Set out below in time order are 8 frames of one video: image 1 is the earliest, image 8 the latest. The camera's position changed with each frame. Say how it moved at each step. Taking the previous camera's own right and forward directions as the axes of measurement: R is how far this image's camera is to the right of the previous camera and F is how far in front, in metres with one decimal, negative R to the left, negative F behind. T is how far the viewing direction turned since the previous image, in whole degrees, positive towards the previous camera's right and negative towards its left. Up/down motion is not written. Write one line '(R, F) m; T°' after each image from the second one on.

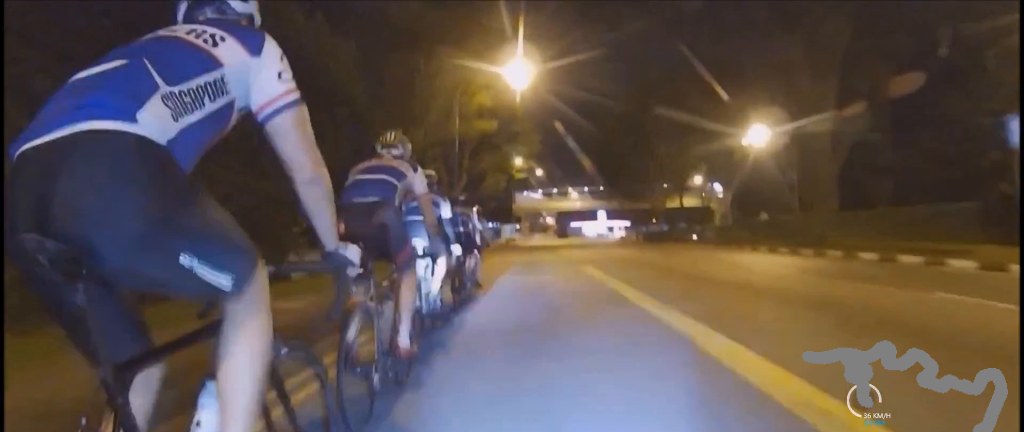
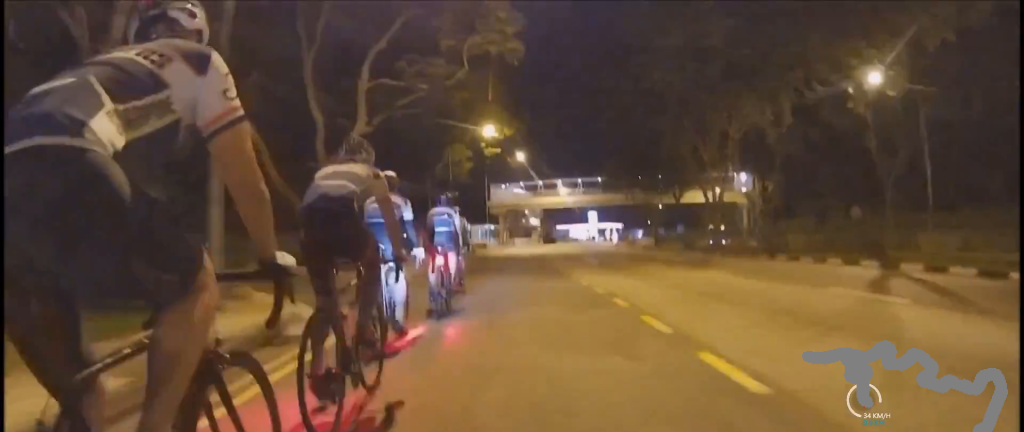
(-0.1, +21.5) m; -3°
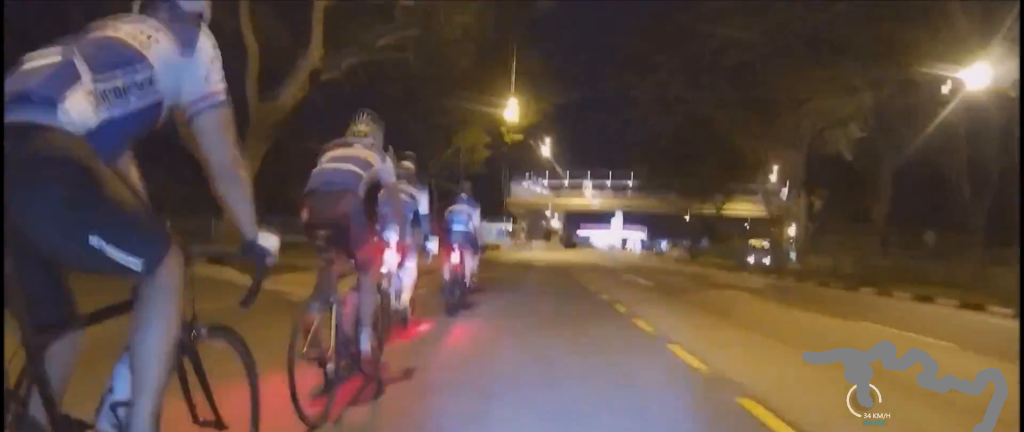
(0.0, +6.5) m; 0°
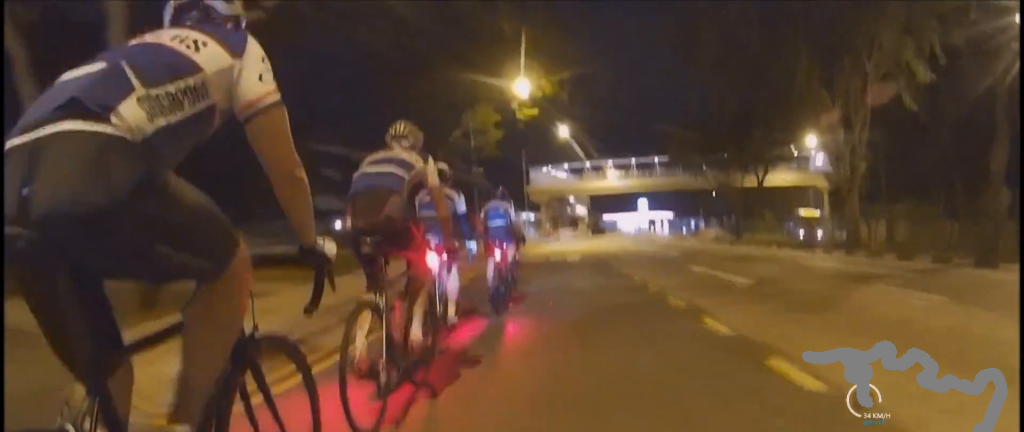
(0.0, +5.0) m; 0°
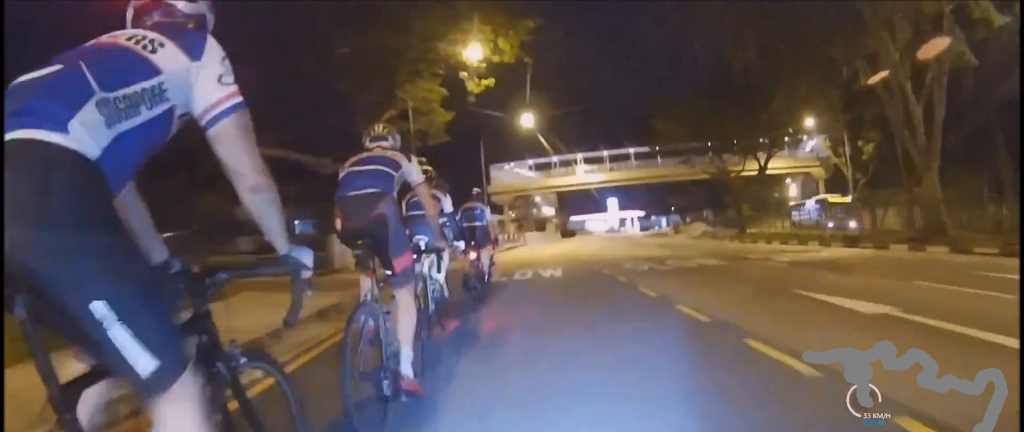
(0.0, +8.0) m; 0°
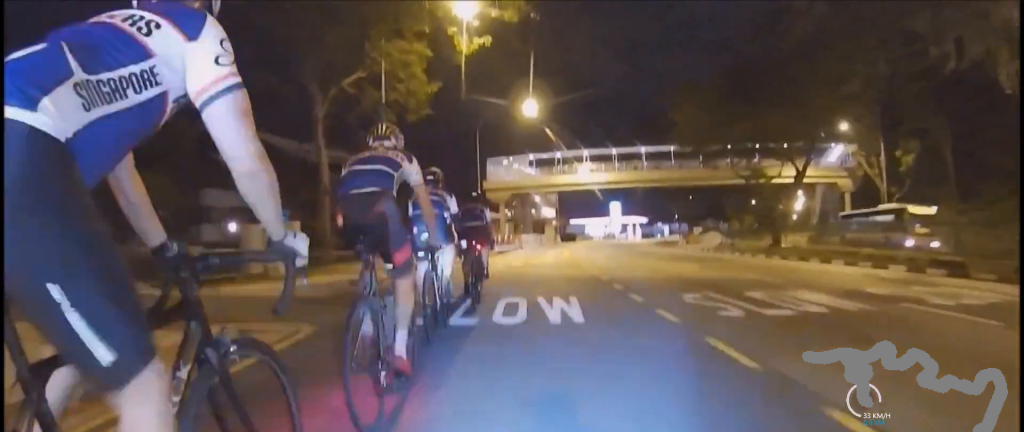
(0.0, +6.2) m; 0°
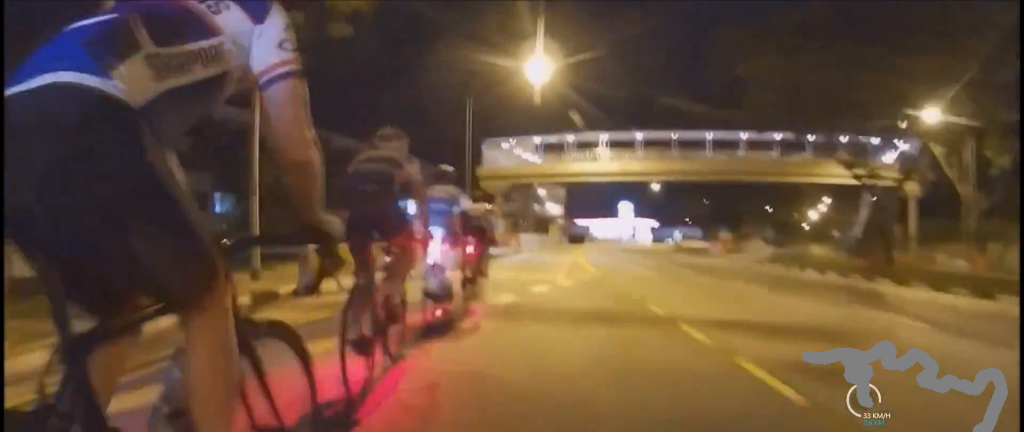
(0.0, +11.2) m; 0°
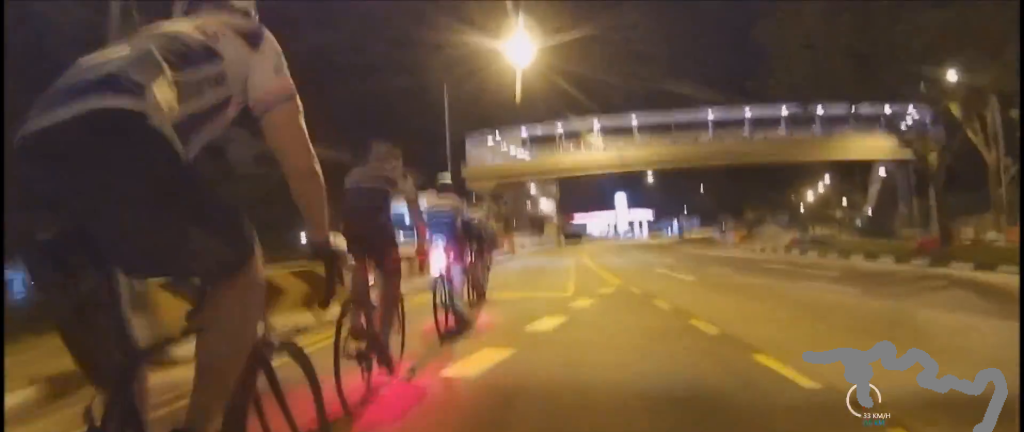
(0.0, +4.1) m; +1°
